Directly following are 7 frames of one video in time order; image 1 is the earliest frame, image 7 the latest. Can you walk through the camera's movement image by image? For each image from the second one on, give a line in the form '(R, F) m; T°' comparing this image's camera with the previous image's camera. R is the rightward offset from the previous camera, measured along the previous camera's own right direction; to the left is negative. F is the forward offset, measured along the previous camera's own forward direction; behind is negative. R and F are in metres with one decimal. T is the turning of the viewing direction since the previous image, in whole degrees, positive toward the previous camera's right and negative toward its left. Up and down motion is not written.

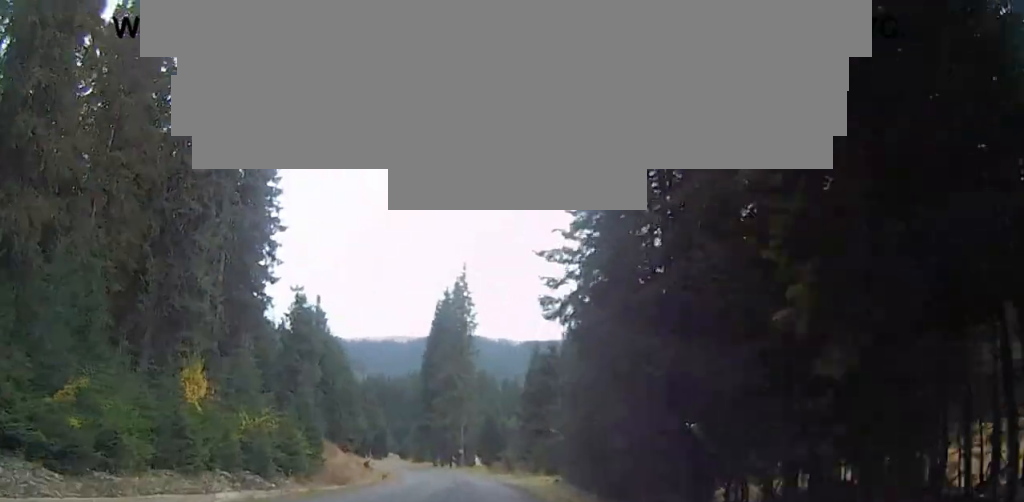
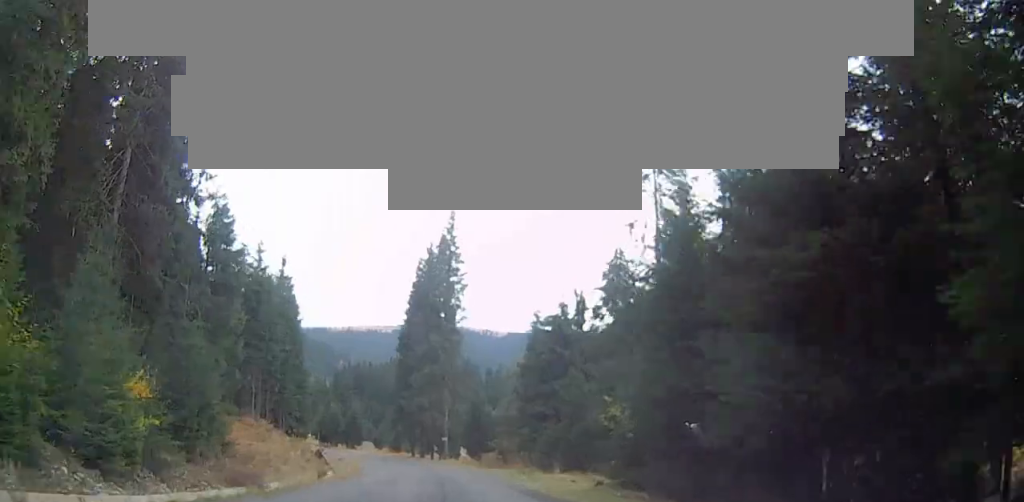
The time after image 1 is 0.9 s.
(0.0, +14.2) m; 0°
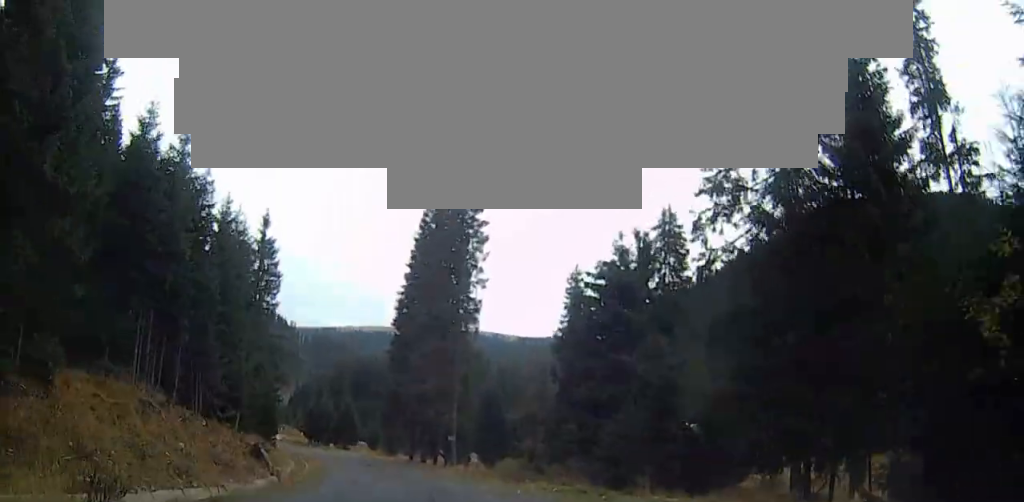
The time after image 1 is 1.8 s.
(-0.1, +16.4) m; -1°
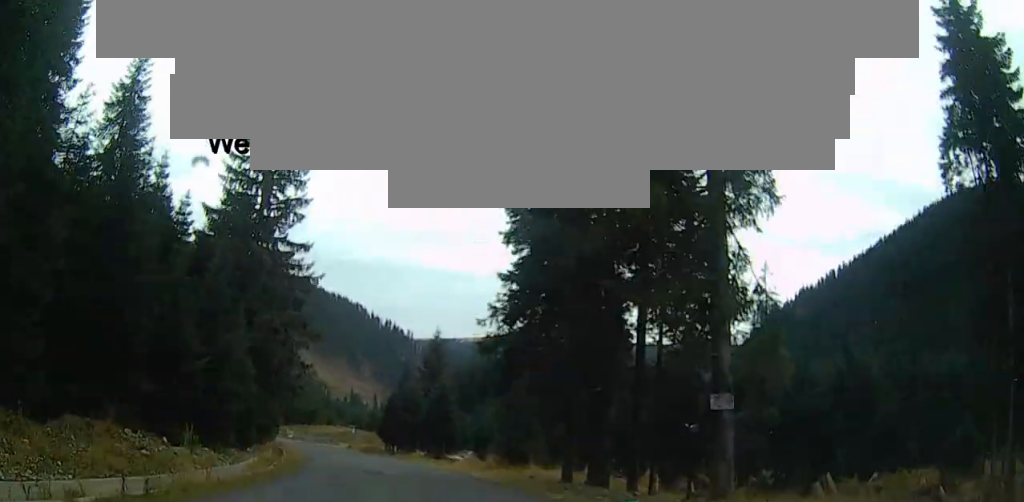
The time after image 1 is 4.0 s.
(+0.2, +40.6) m; -1°
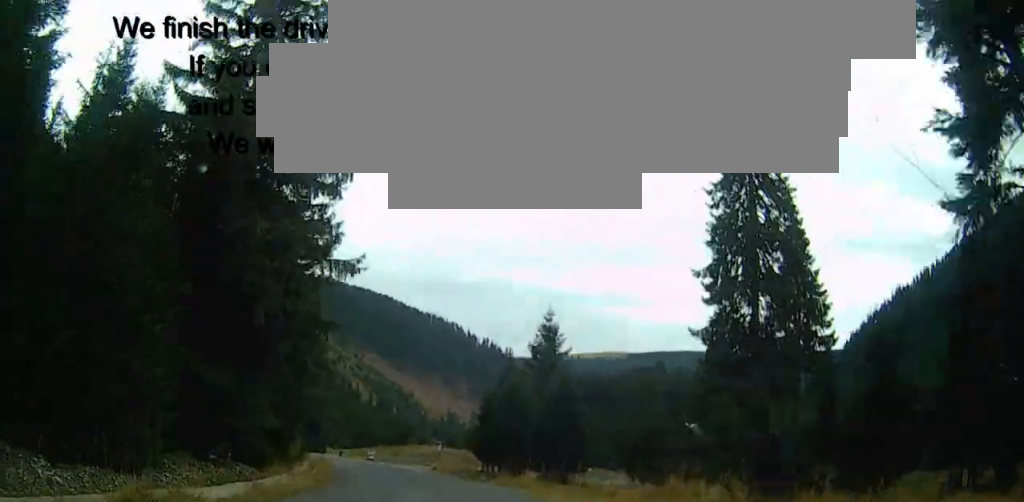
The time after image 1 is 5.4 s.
(-1.5, +19.1) m; -9°
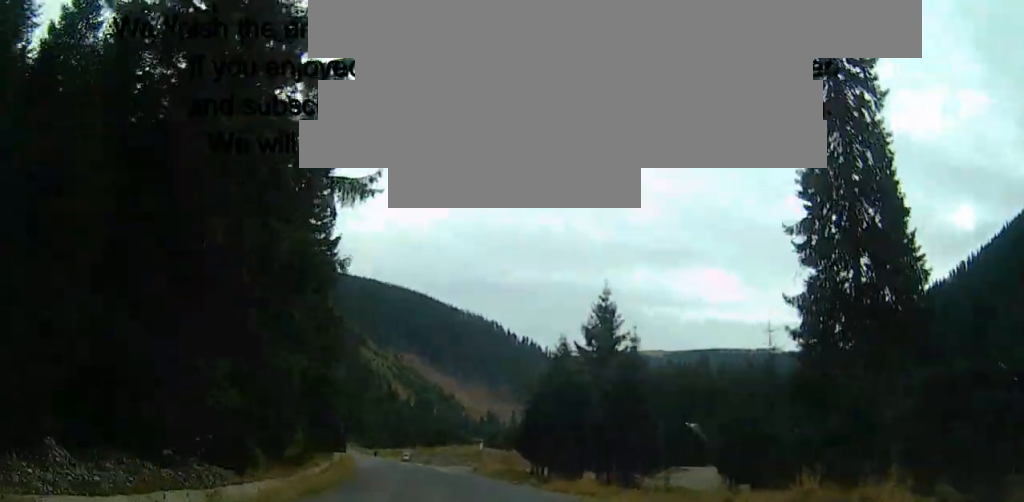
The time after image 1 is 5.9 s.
(-0.2, +6.7) m; -3°
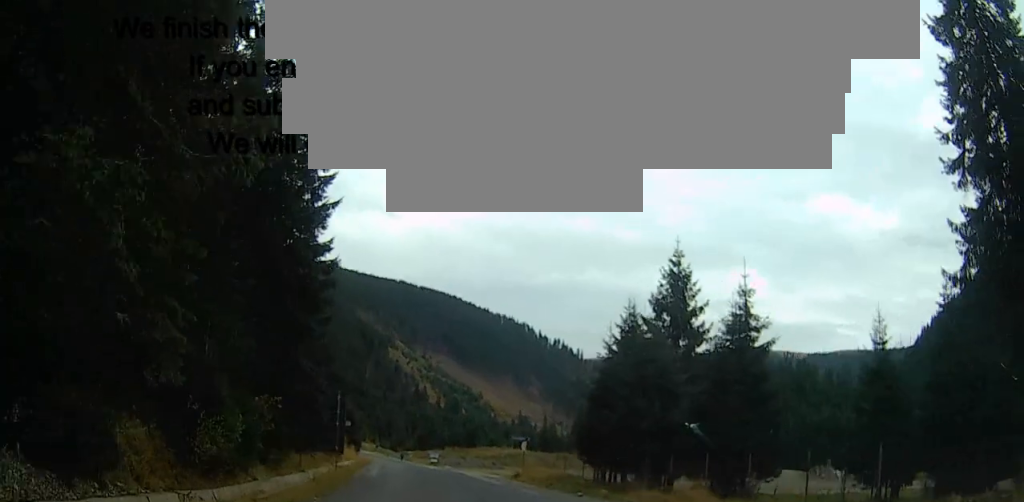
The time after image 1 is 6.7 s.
(0.0, +9.9) m; -4°
